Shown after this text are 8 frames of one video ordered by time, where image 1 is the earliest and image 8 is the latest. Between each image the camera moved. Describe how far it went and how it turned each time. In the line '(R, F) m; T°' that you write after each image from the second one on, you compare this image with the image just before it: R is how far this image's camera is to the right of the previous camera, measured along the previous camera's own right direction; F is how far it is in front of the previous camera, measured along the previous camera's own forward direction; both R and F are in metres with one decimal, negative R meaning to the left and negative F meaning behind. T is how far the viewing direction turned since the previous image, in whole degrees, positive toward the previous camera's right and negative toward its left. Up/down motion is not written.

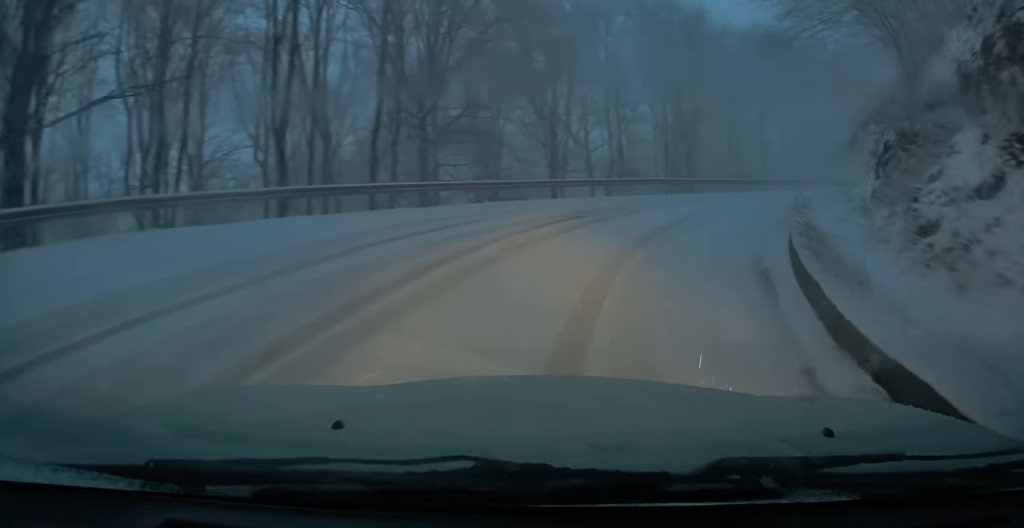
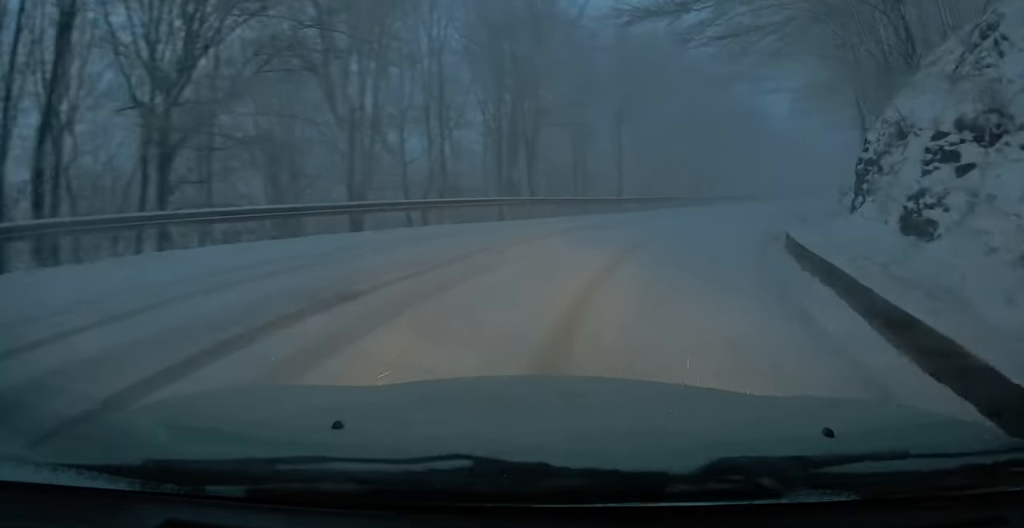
(+1.2, +11.6) m; +9°
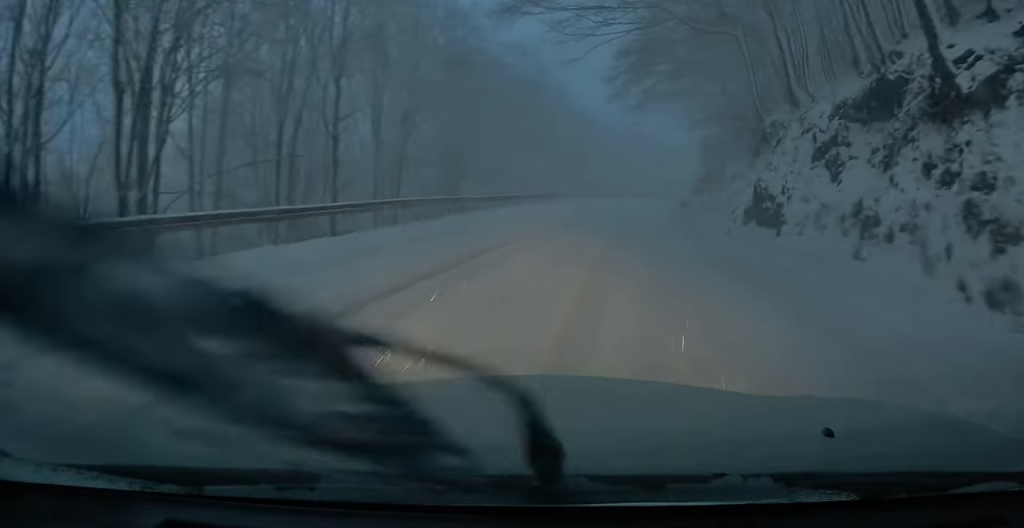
(+2.9, +21.7) m; +10°
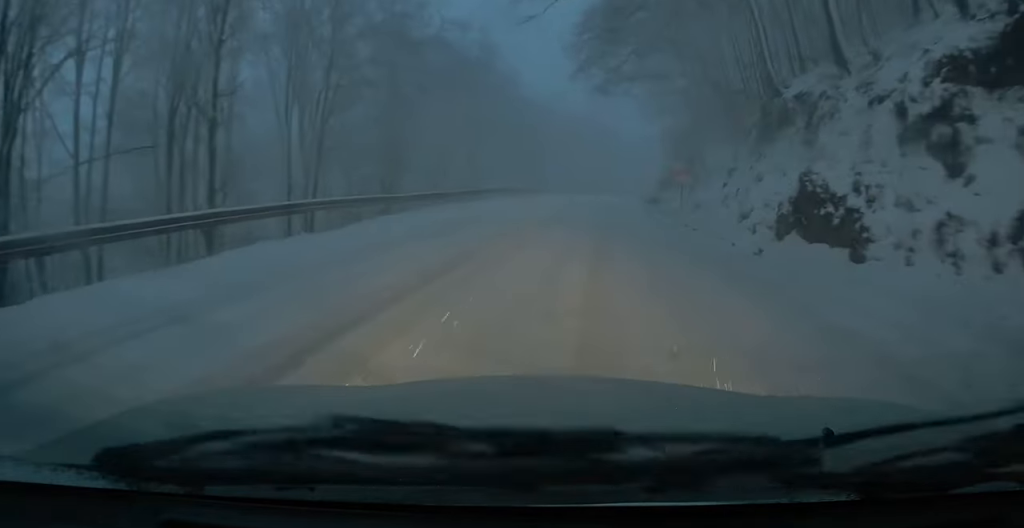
(-0.1, +7.6) m; -1°
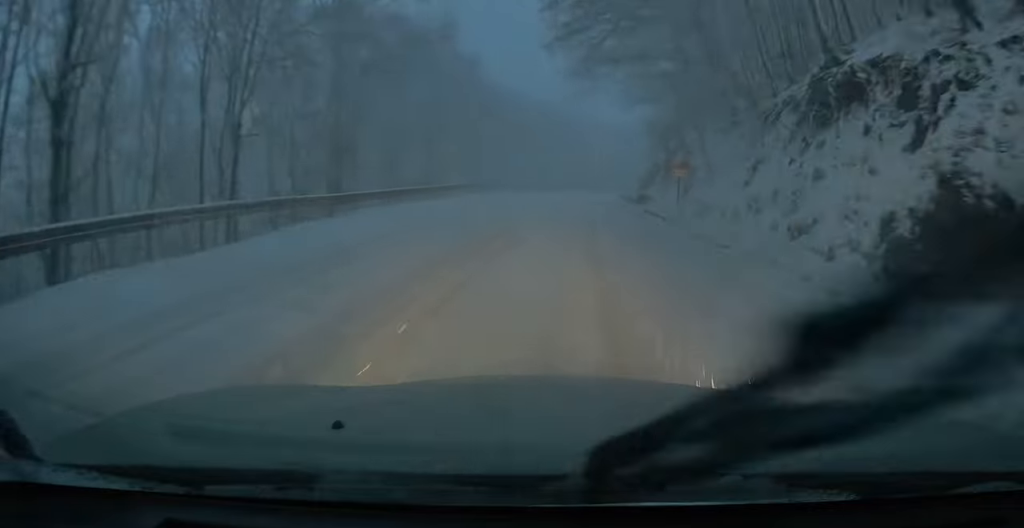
(-0.1, +6.5) m; 0°
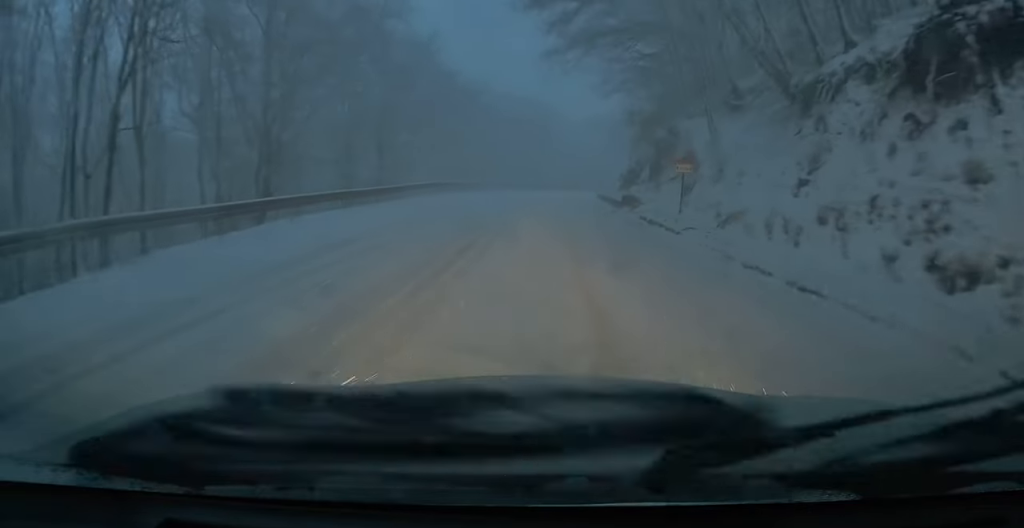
(+0.1, +6.7) m; 0°
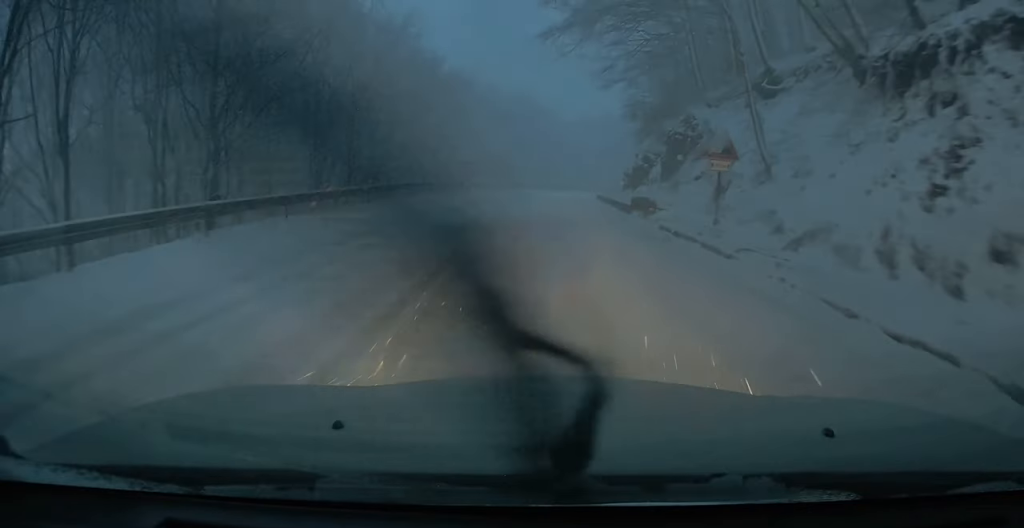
(0.0, +5.2) m; +1°
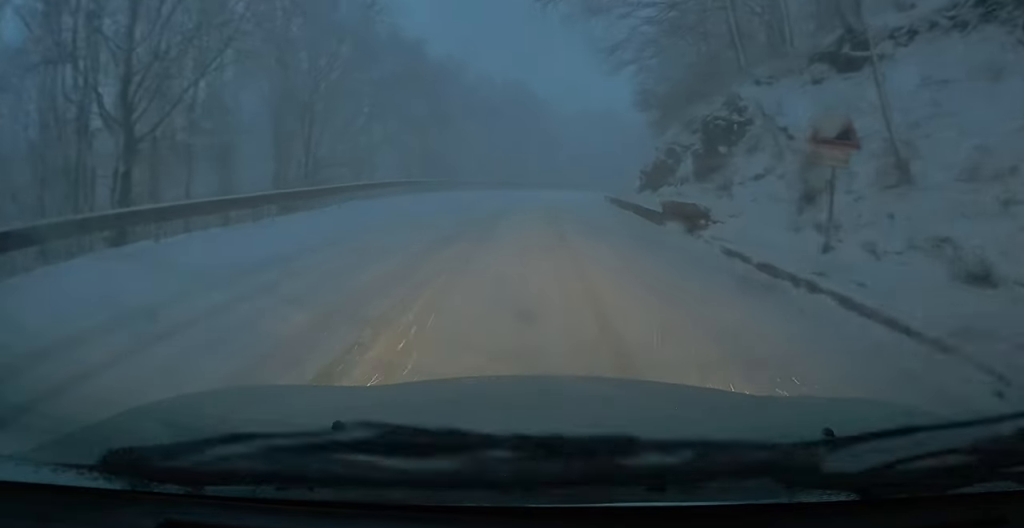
(-0.1, +6.6) m; +1°
